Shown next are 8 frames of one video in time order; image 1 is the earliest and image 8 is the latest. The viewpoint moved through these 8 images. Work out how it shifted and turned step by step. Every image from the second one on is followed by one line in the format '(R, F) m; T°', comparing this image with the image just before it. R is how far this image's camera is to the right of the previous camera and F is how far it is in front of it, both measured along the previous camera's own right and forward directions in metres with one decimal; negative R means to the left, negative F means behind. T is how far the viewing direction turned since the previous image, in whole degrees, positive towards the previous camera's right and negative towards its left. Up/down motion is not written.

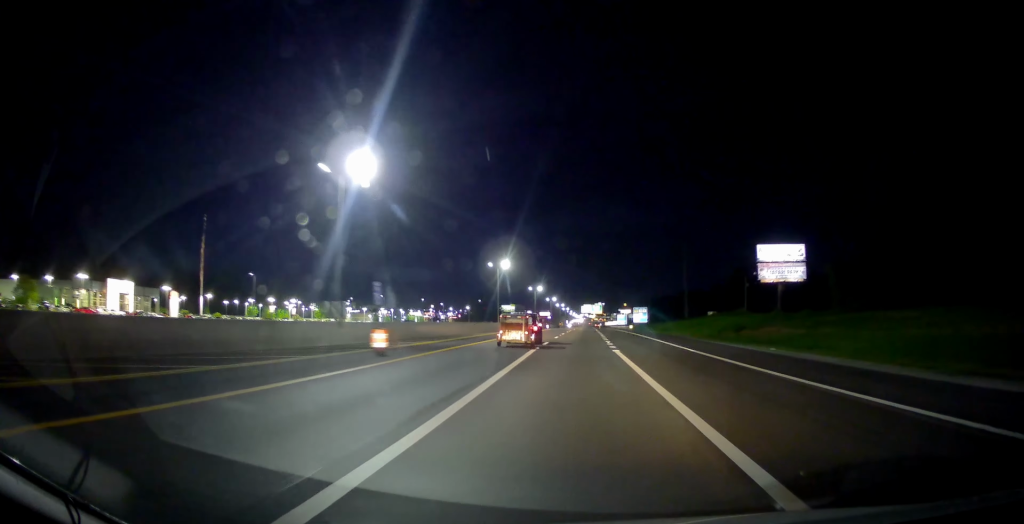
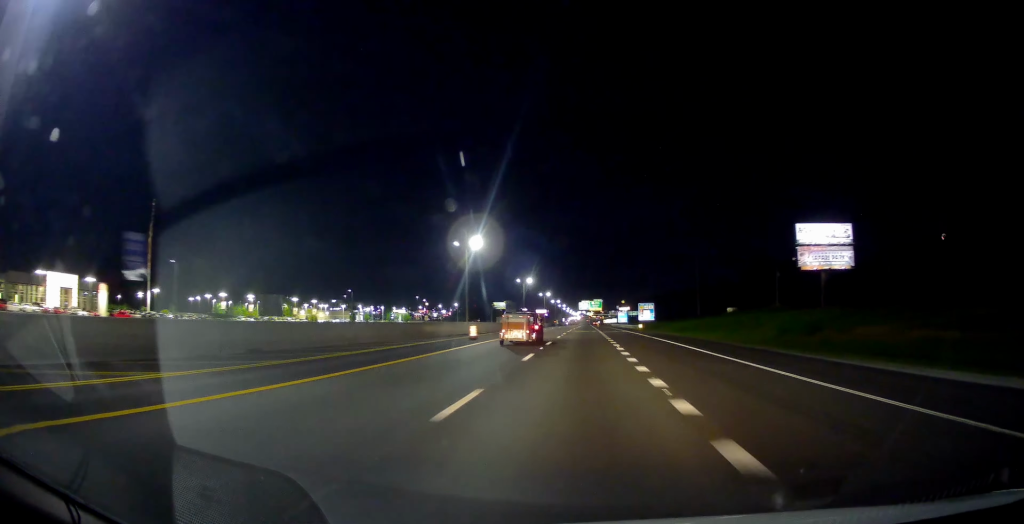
(-0.1, +24.4) m; -1°
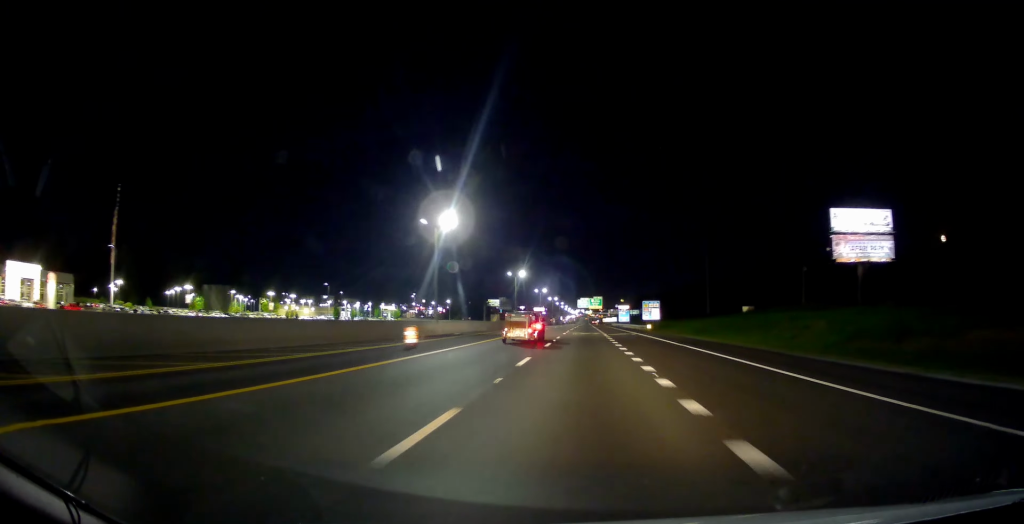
(-0.4, +14.7) m; 0°
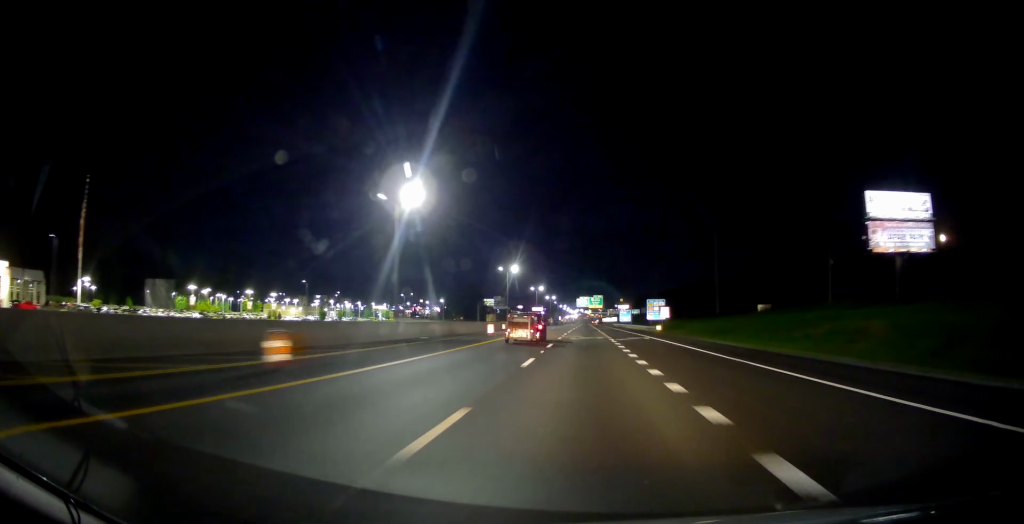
(0.0, +11.8) m; 0°
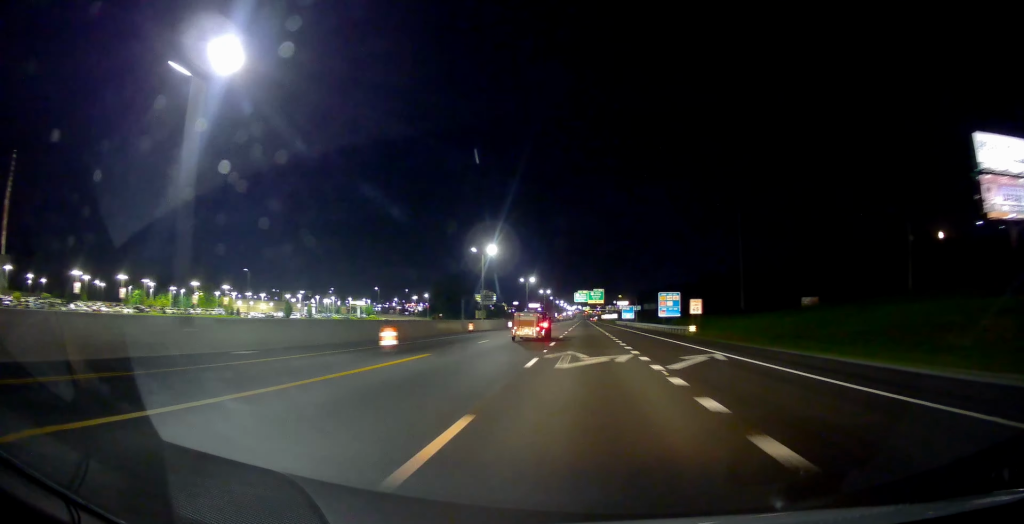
(+0.6, +24.6) m; +1°
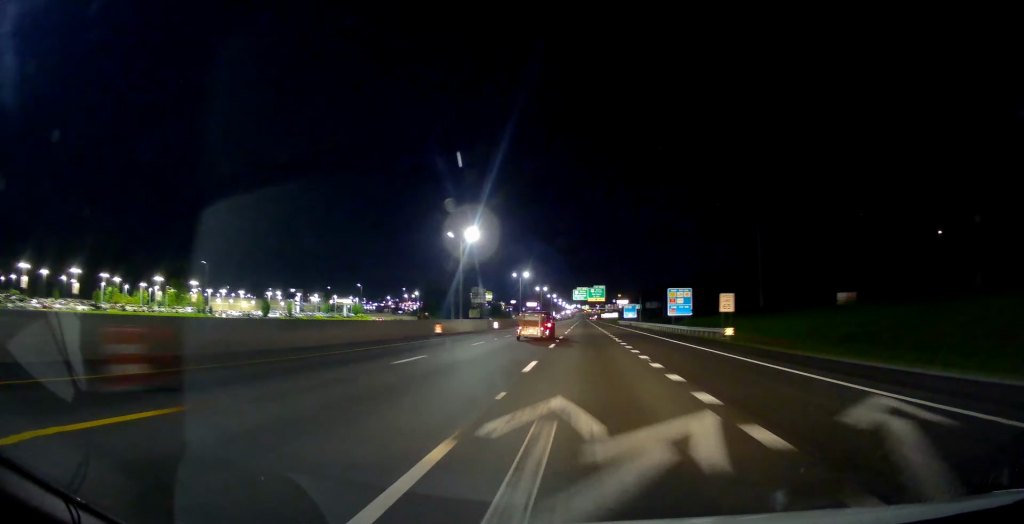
(0.0, +14.0) m; -1°
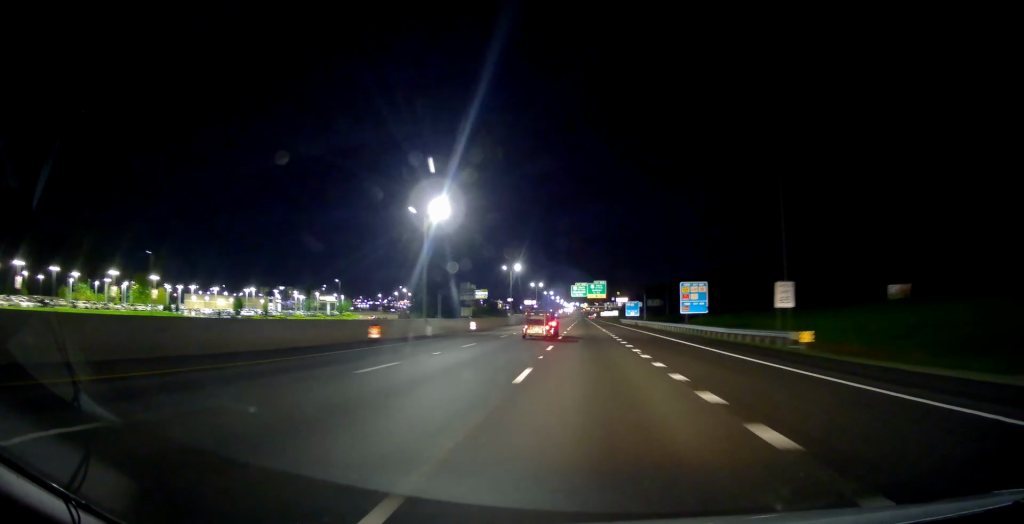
(+0.2, +15.0) m; -1°
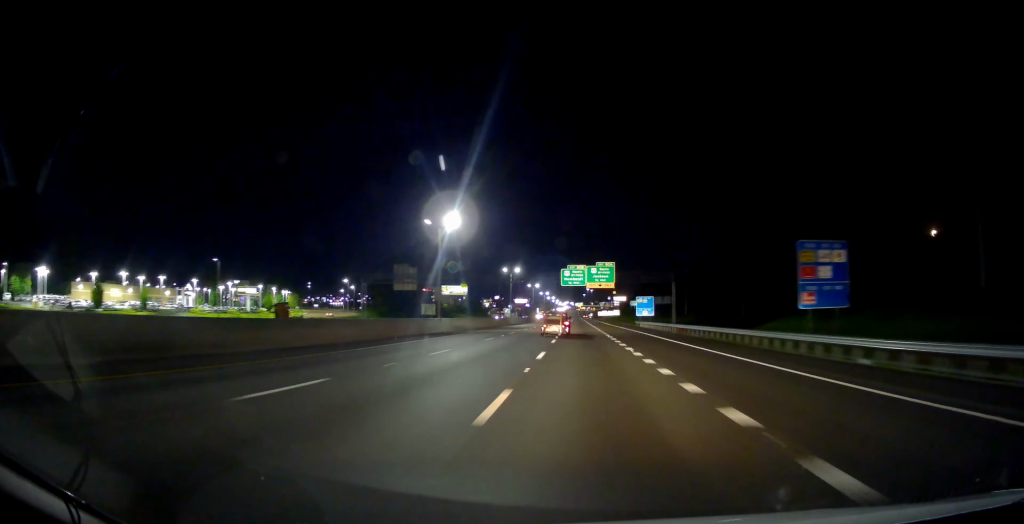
(-0.1, +54.6) m; +1°
